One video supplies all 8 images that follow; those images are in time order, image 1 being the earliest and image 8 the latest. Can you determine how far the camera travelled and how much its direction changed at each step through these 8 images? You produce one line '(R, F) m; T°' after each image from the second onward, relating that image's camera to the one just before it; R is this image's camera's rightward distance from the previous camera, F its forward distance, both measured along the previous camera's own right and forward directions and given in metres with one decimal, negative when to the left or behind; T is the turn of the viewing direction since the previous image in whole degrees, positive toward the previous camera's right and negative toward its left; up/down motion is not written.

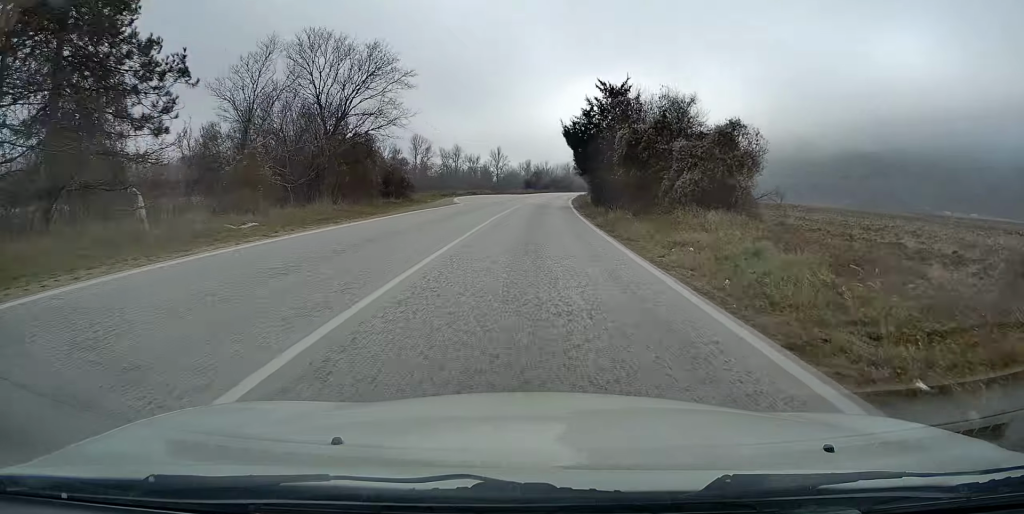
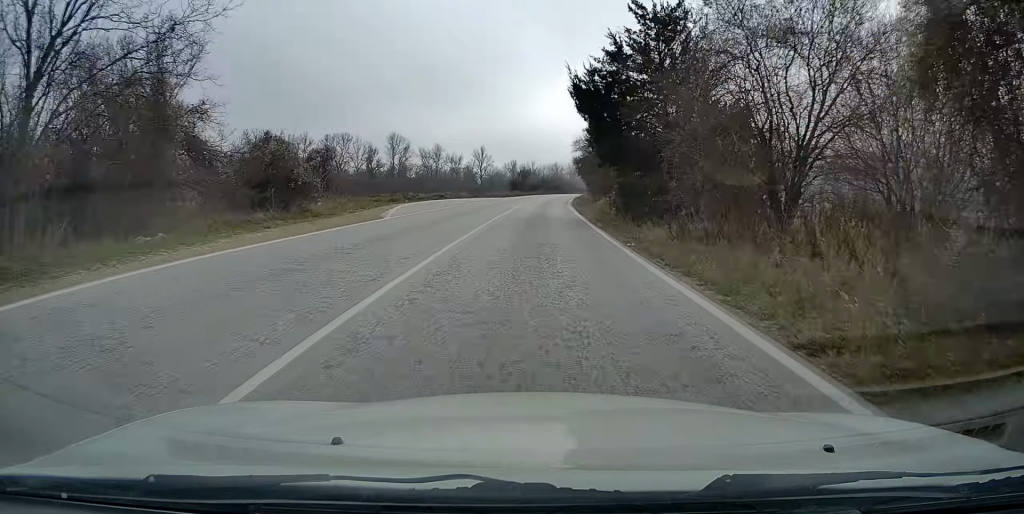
(+0.3, +19.3) m; +1°
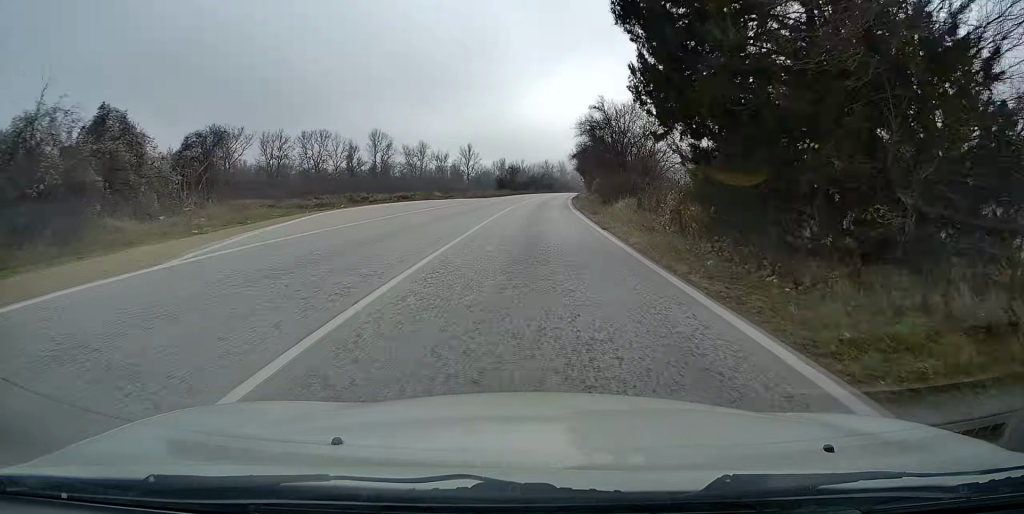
(+0.2, +14.5) m; +1°
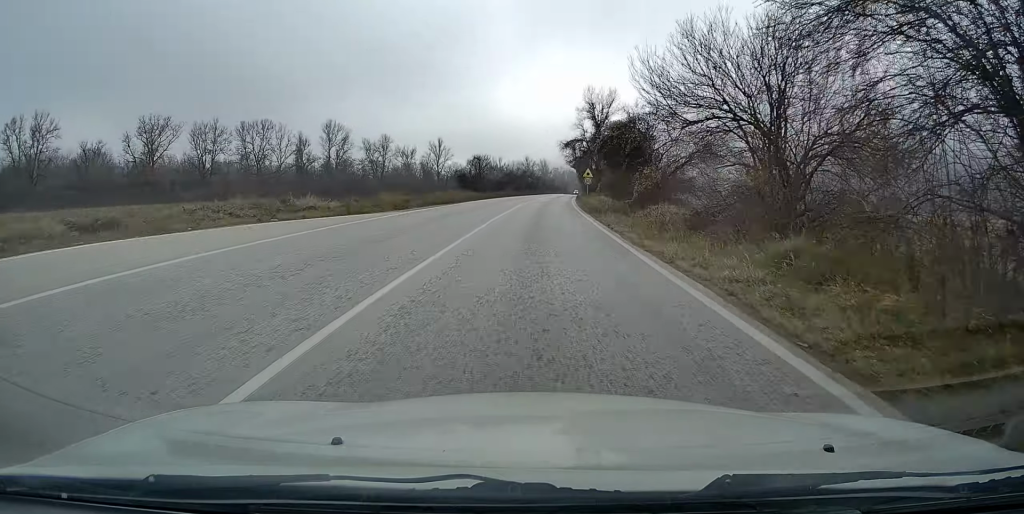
(+0.7, +37.1) m; +2°
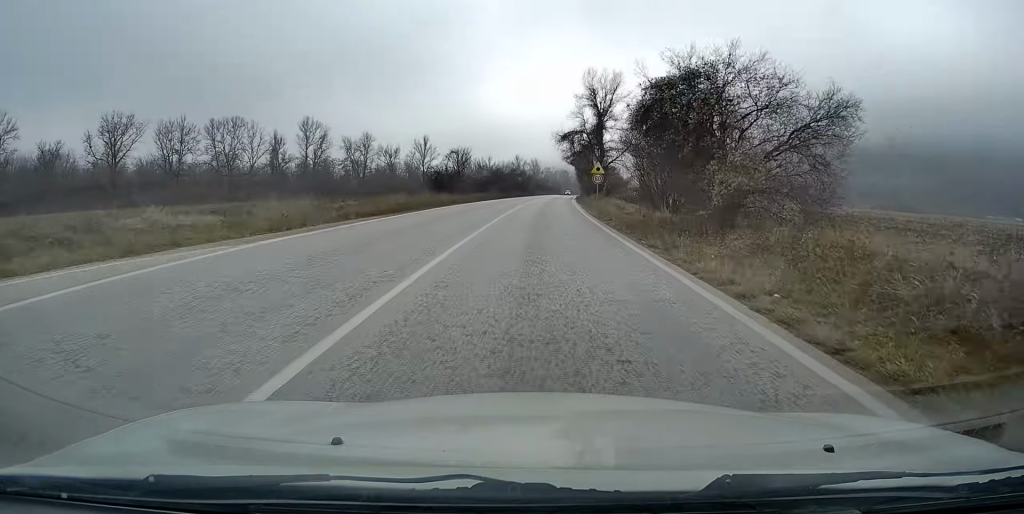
(+0.1, +15.0) m; +1°
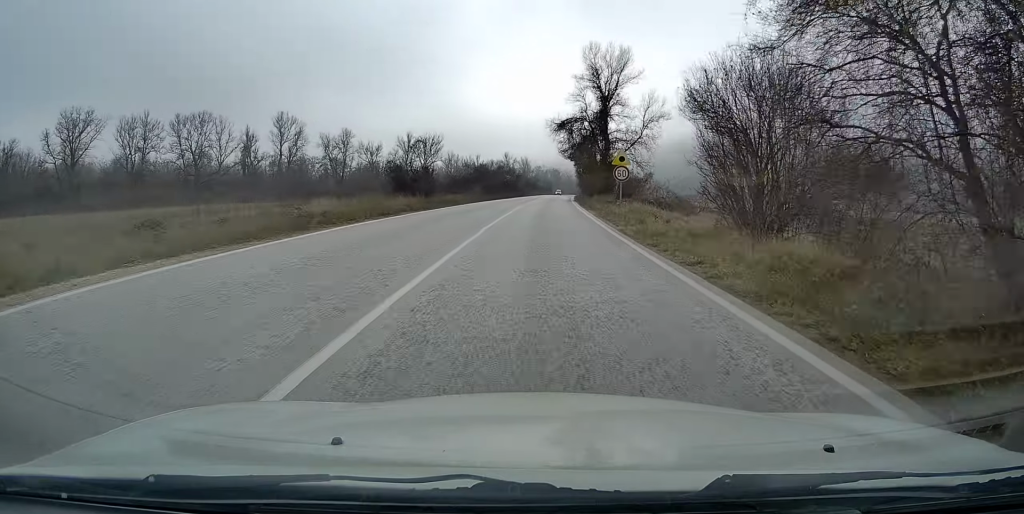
(0.0, +14.2) m; +1°
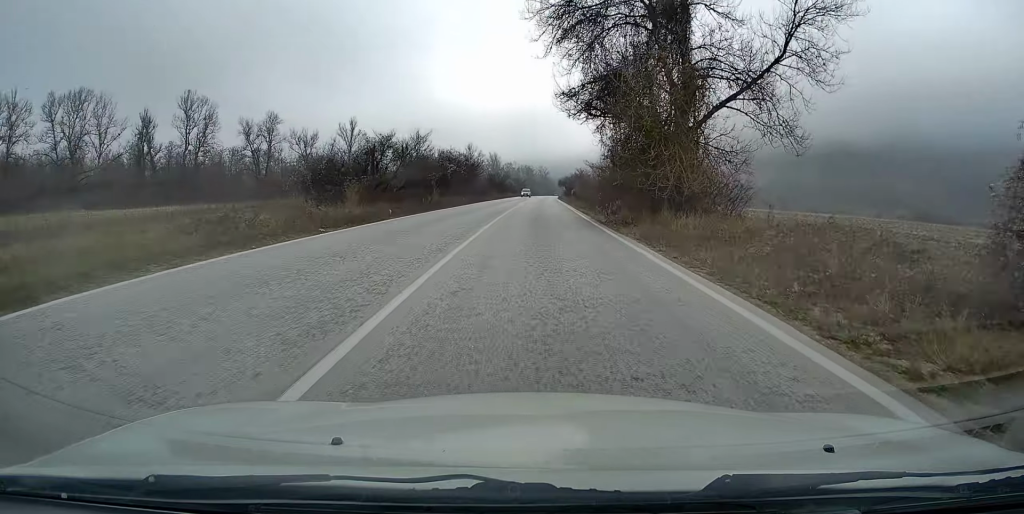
(+1.1, +43.3) m; +2°
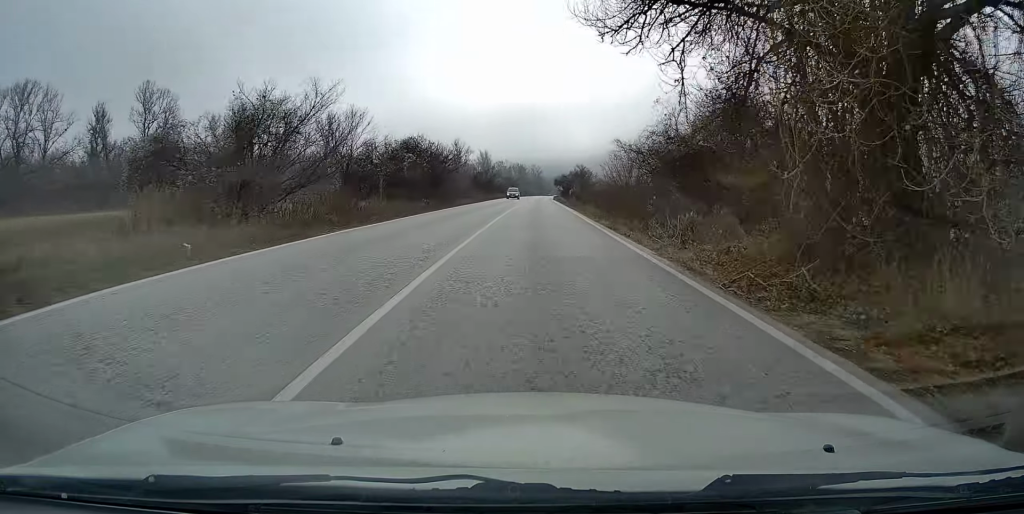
(+0.1, +16.1) m; +1°
